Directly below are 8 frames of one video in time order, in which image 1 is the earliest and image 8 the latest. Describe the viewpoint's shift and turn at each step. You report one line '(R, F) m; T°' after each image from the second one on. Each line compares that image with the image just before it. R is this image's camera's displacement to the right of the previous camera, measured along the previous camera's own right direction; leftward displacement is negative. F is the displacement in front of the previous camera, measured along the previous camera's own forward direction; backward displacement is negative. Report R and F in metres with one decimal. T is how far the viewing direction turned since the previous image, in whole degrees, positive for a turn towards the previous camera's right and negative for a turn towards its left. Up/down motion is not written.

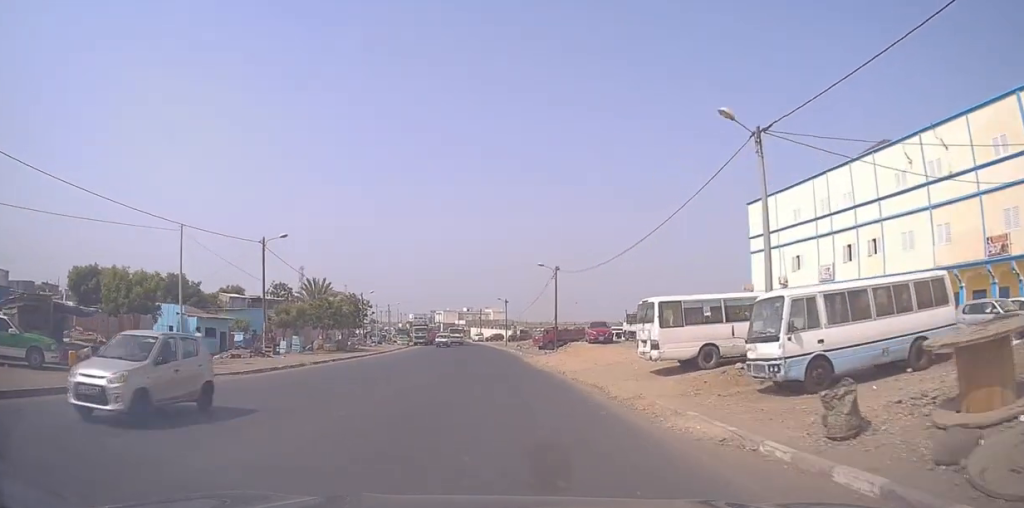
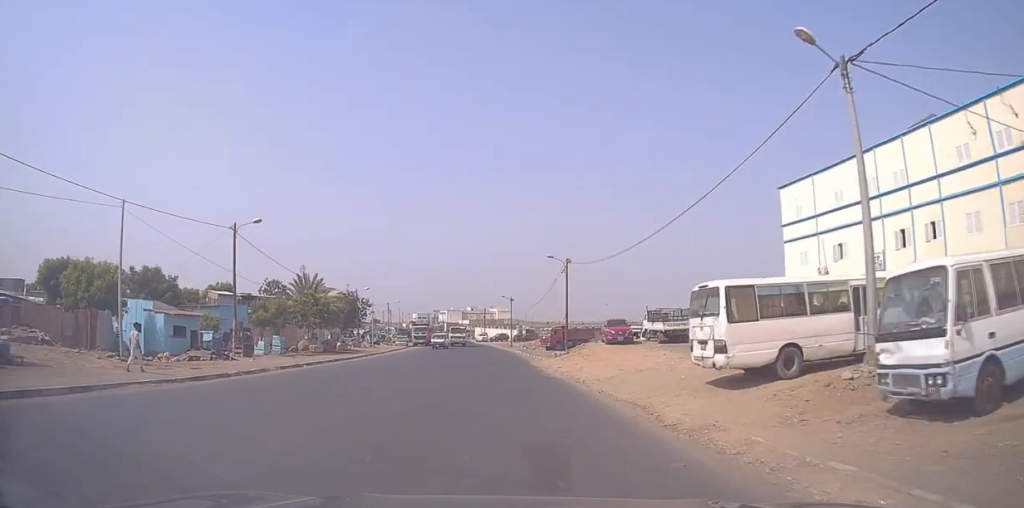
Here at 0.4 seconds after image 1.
(+0.1, +5.6) m; 0°
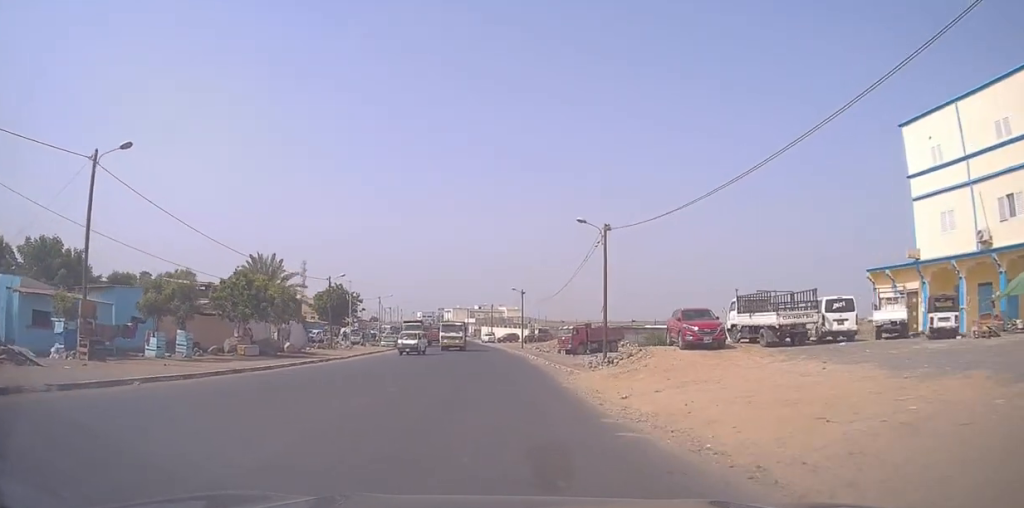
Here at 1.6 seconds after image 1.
(-0.5, +15.5) m; -3°
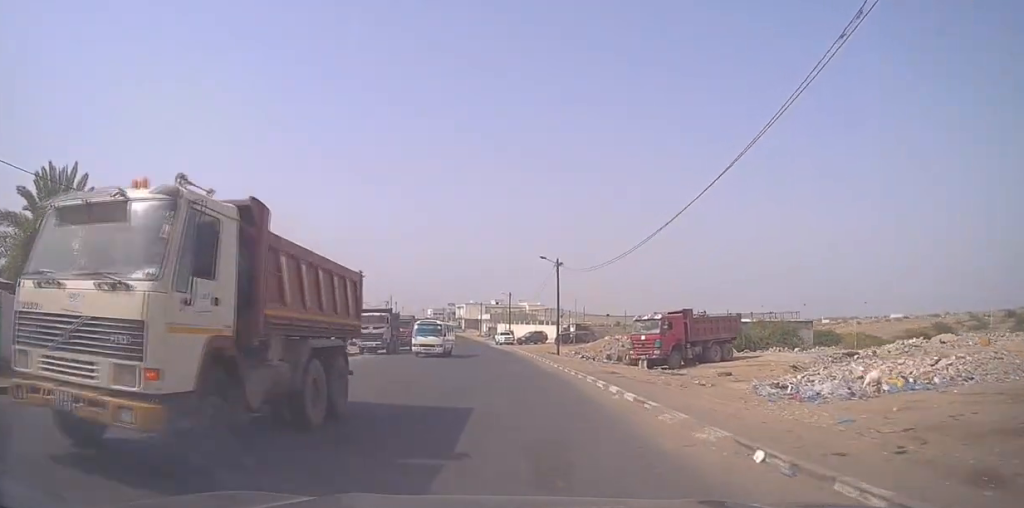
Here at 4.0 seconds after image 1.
(-0.6, +30.4) m; -3°
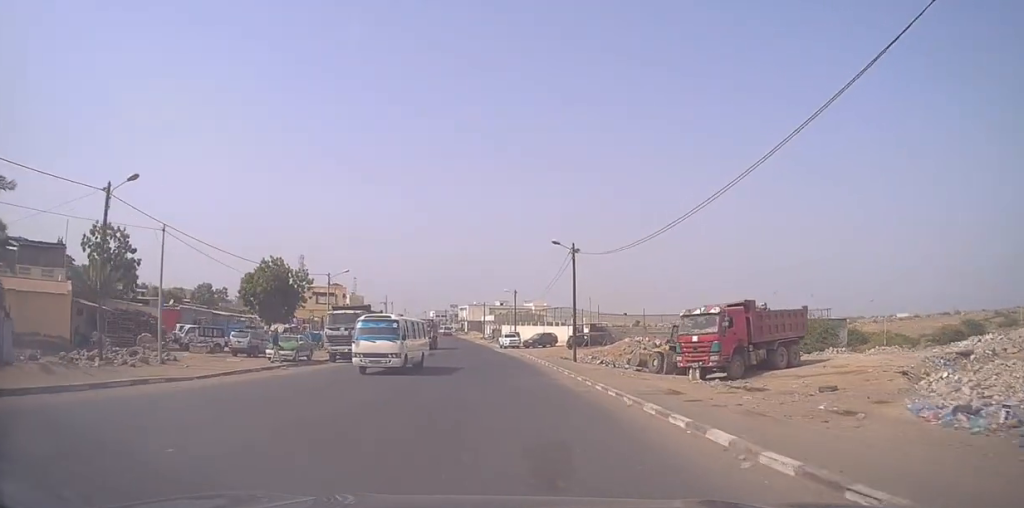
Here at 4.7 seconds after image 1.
(-0.2, +8.6) m; 0°
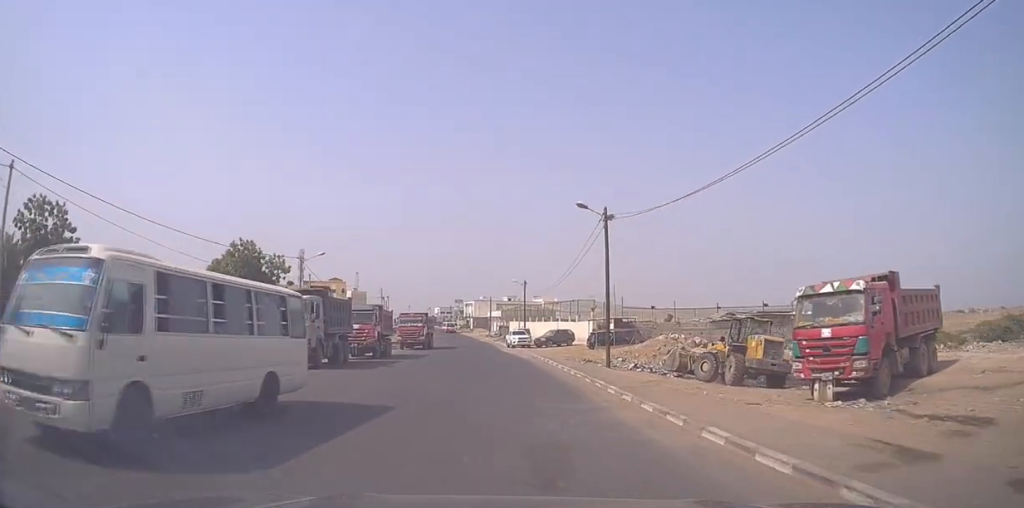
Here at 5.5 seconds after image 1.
(+0.2, +10.3) m; +1°
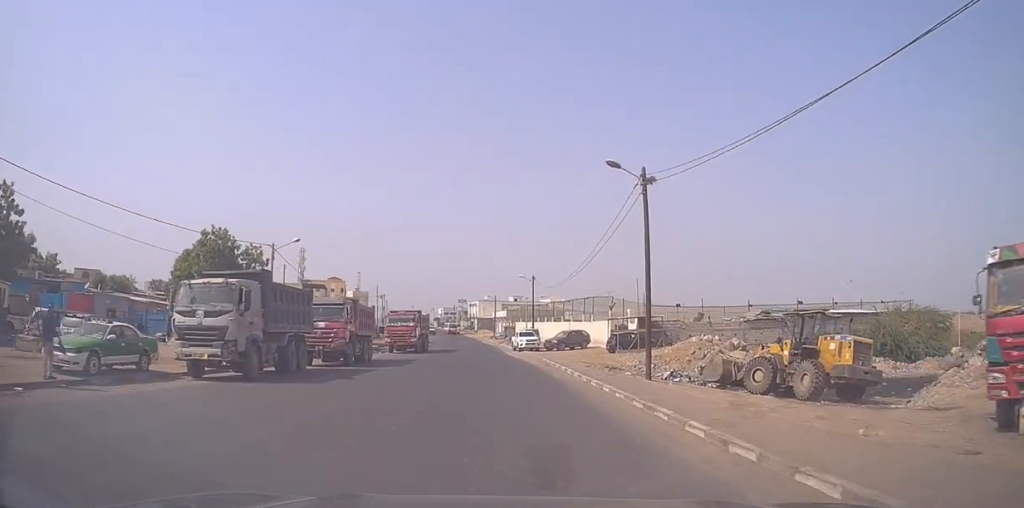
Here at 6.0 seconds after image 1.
(0.0, +7.4) m; -1°
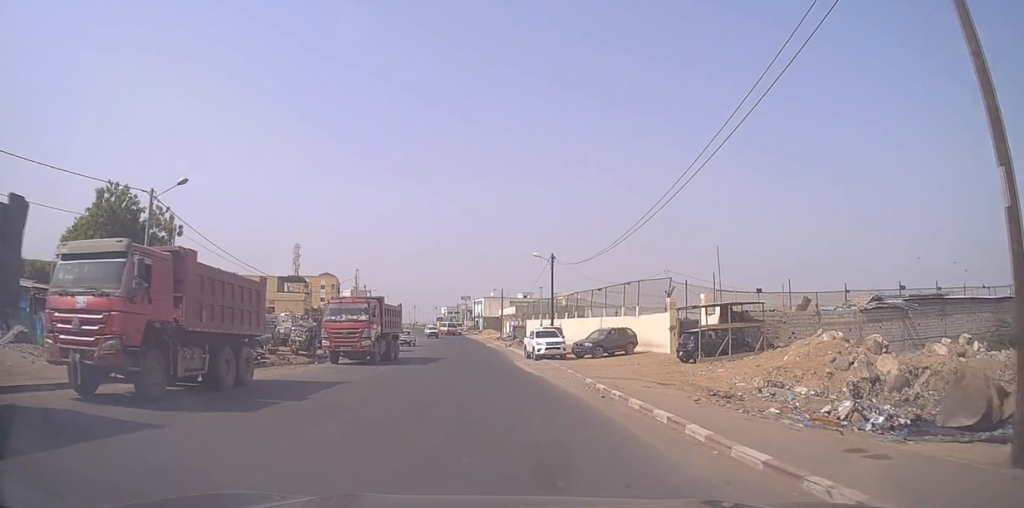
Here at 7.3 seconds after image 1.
(-0.4, +17.2) m; -2°
